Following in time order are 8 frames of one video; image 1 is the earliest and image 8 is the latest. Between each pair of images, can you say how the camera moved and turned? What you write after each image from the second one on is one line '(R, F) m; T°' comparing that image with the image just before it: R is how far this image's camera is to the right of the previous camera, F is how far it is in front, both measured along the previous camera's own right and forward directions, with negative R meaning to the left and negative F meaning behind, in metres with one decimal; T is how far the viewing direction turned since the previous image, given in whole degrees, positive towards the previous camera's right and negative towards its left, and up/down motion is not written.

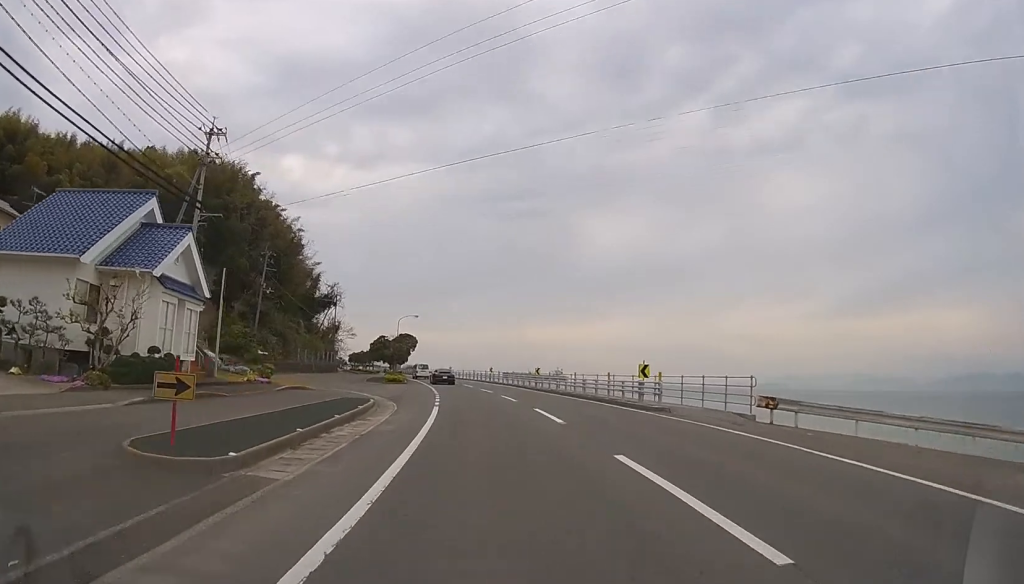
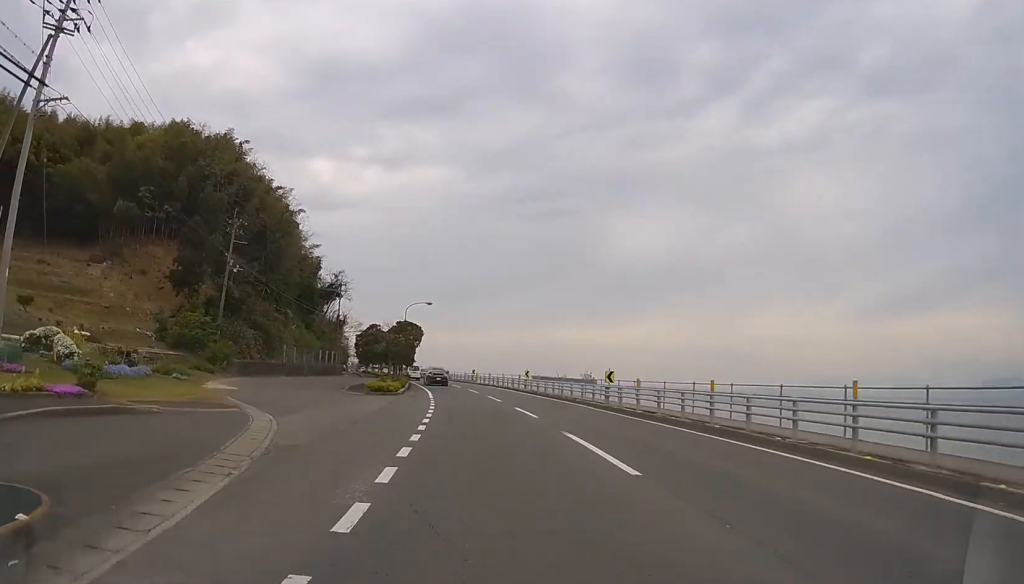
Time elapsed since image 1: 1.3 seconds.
(0.0, +16.1) m; 0°
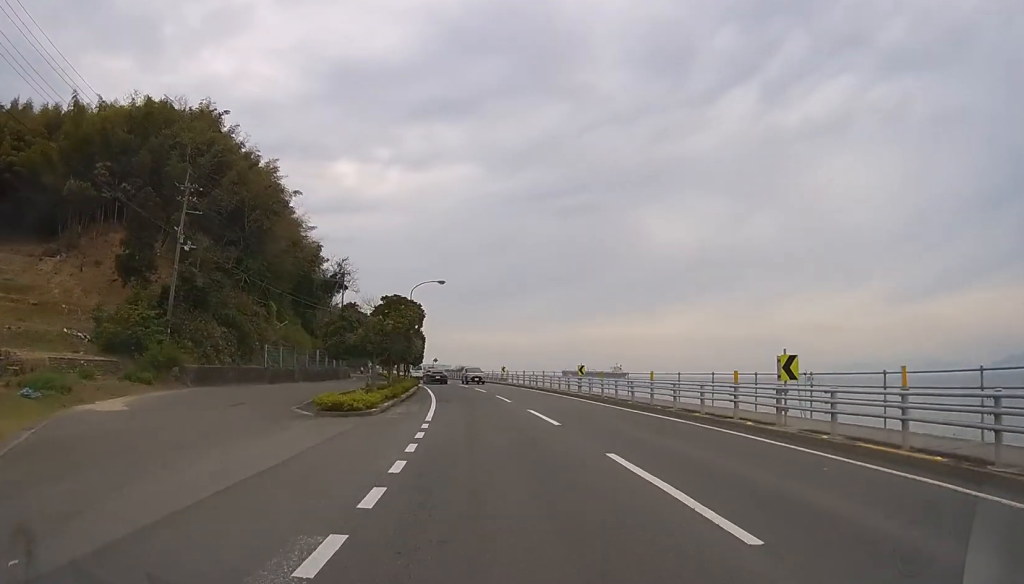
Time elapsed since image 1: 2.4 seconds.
(0.0, +13.0) m; -4°
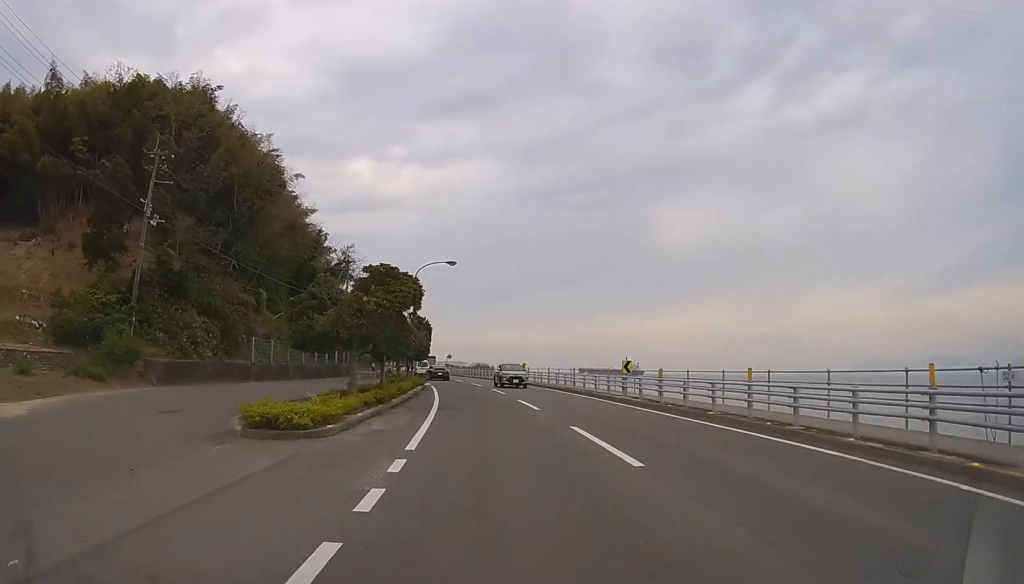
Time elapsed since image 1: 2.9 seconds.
(-0.3, +6.5) m; -2°
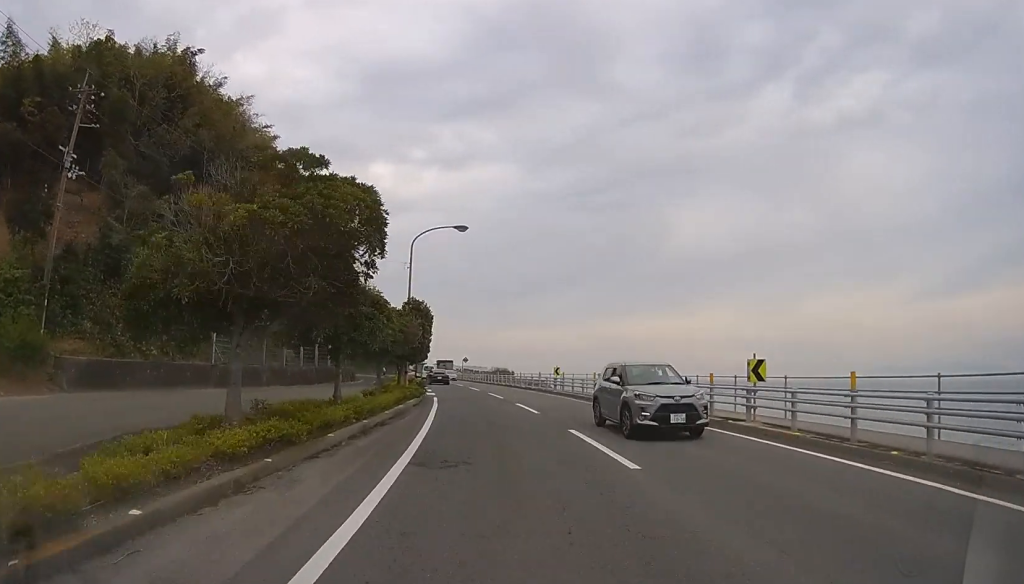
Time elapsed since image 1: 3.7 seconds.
(-0.5, +9.5) m; -3°
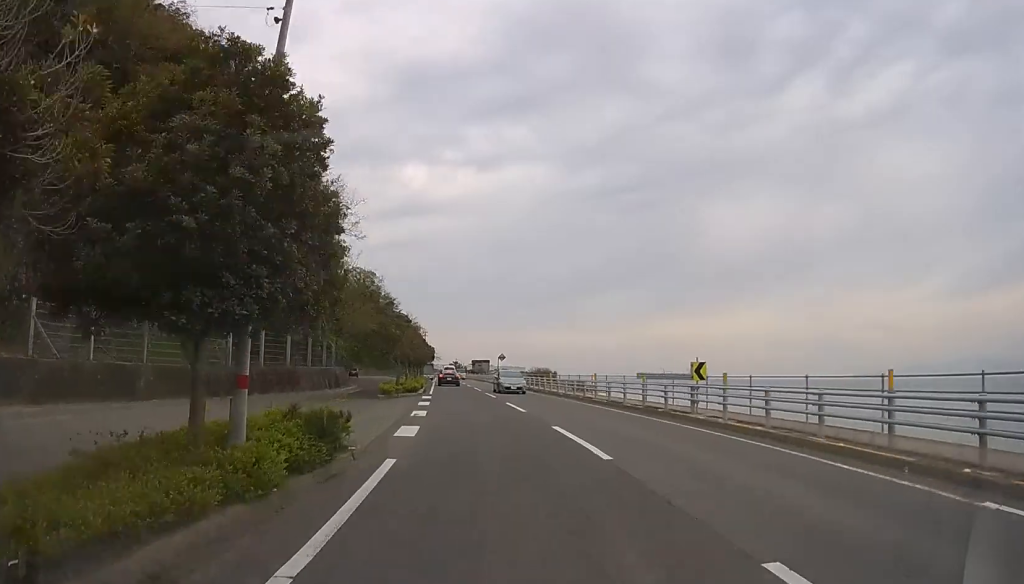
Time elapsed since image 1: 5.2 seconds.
(-0.7, +18.3) m; -5°
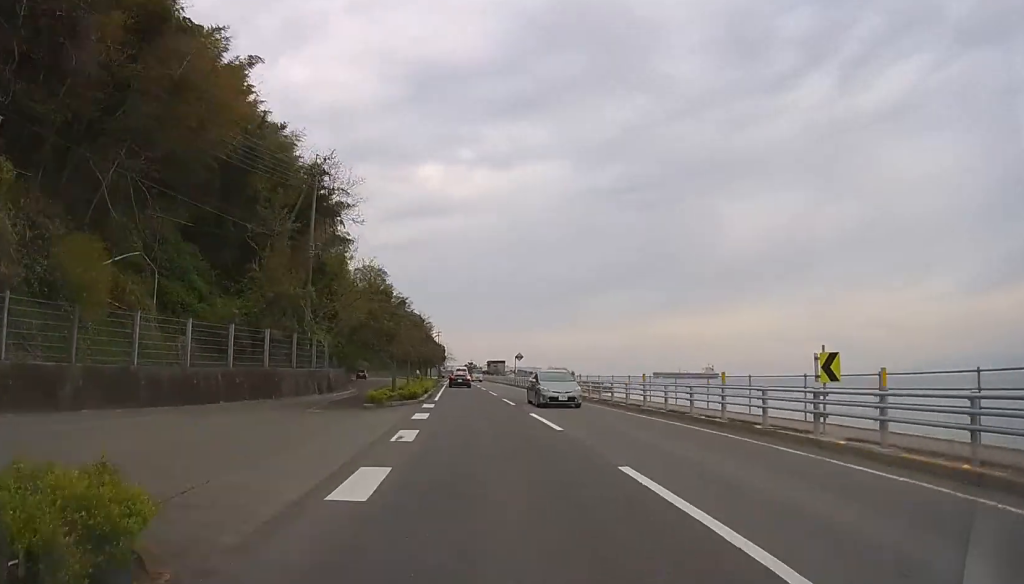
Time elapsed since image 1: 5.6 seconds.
(-0.1, +5.4) m; -1°
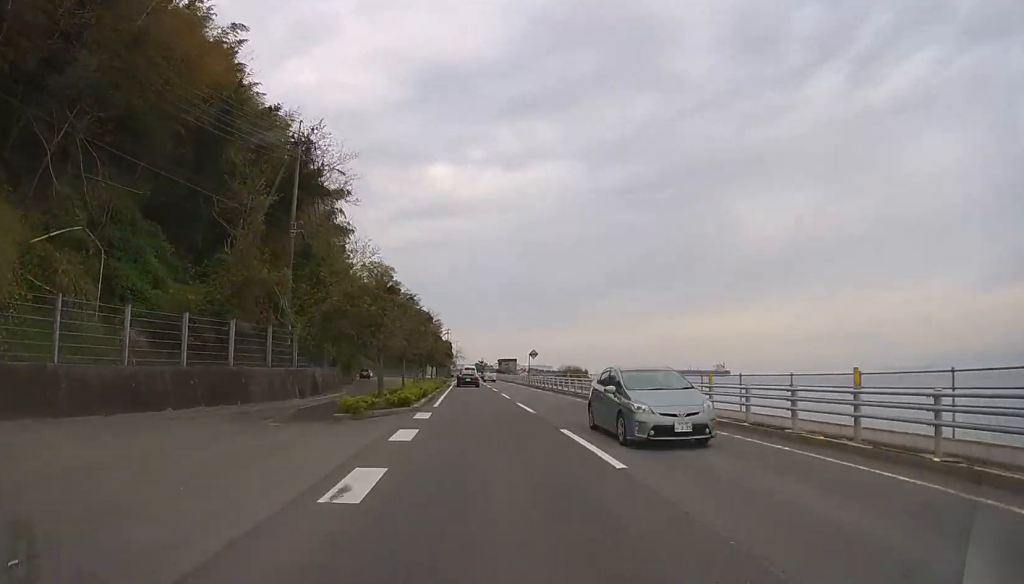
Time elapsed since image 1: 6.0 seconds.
(0.0, +5.4) m; 0°
